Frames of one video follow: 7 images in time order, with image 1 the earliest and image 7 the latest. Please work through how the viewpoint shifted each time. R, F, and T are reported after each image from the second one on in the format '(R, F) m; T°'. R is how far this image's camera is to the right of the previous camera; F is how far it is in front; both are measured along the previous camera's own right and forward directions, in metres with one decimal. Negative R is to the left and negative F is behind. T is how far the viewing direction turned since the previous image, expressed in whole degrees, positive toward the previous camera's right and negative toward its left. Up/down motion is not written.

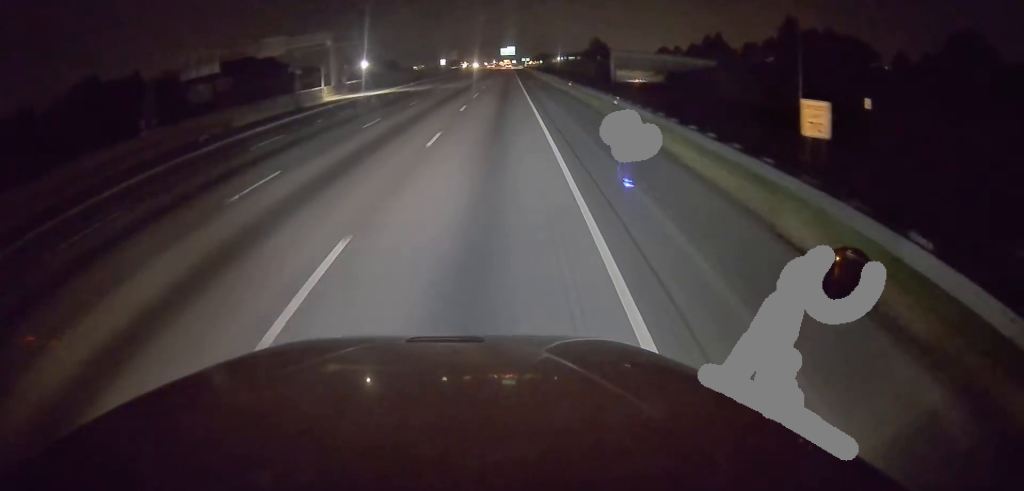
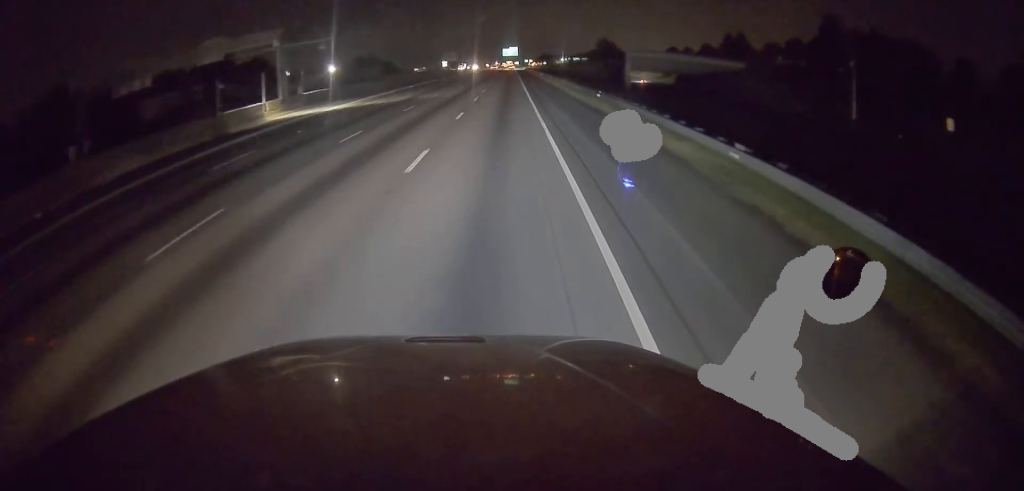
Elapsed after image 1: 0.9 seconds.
(+0.3, +15.7) m; 0°
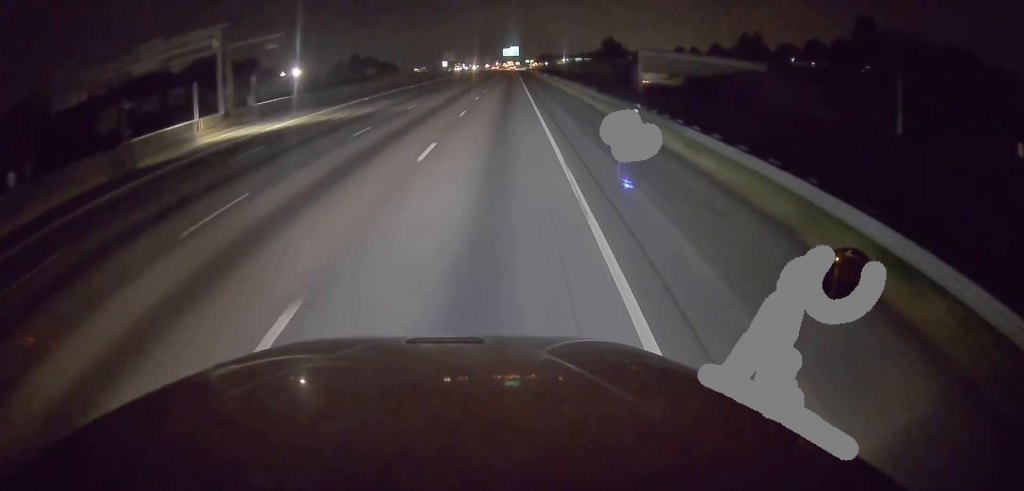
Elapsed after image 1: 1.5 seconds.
(+0.1, +10.6) m; -1°
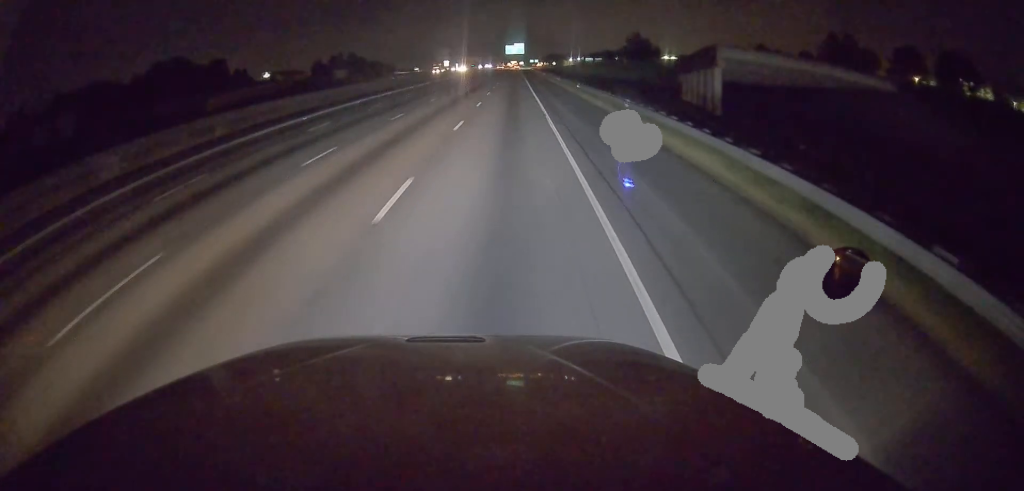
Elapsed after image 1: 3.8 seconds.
(-1.6, +42.5) m; -1°
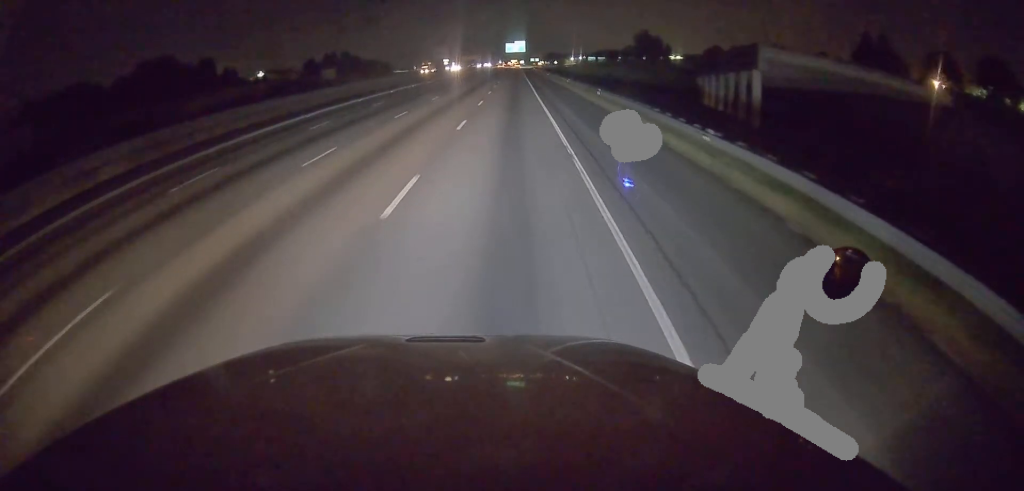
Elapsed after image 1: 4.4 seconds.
(+0.6, +12.2) m; 0°
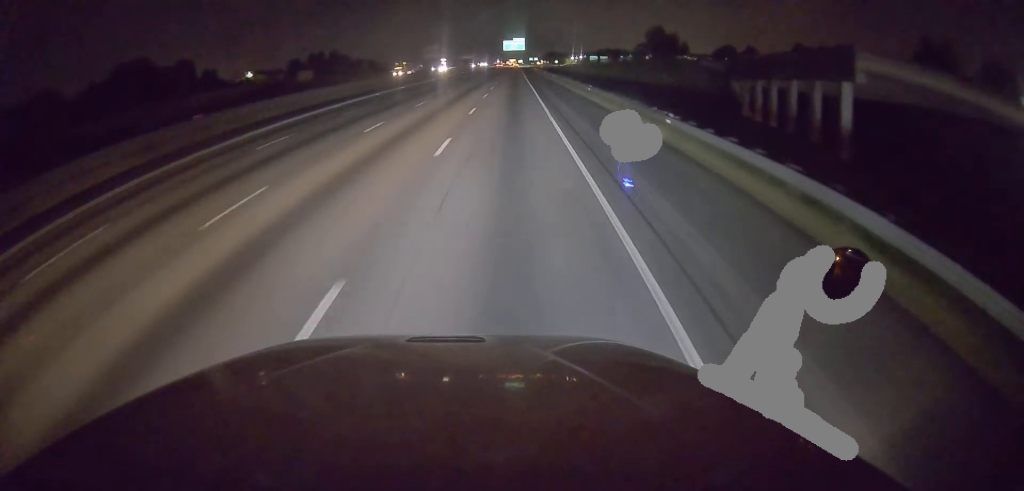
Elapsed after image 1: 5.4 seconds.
(-0.6, +18.0) m; 0°
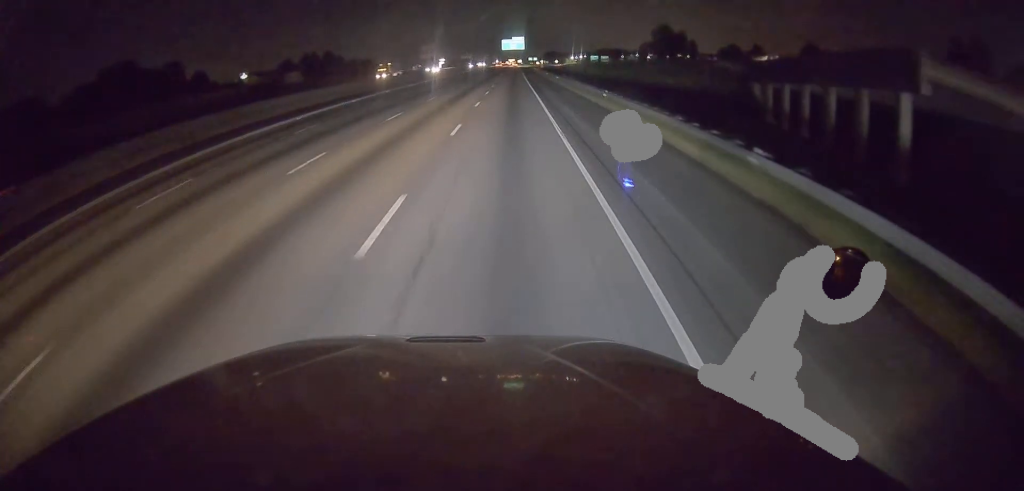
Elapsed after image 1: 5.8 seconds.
(+0.1, +8.0) m; +1°
